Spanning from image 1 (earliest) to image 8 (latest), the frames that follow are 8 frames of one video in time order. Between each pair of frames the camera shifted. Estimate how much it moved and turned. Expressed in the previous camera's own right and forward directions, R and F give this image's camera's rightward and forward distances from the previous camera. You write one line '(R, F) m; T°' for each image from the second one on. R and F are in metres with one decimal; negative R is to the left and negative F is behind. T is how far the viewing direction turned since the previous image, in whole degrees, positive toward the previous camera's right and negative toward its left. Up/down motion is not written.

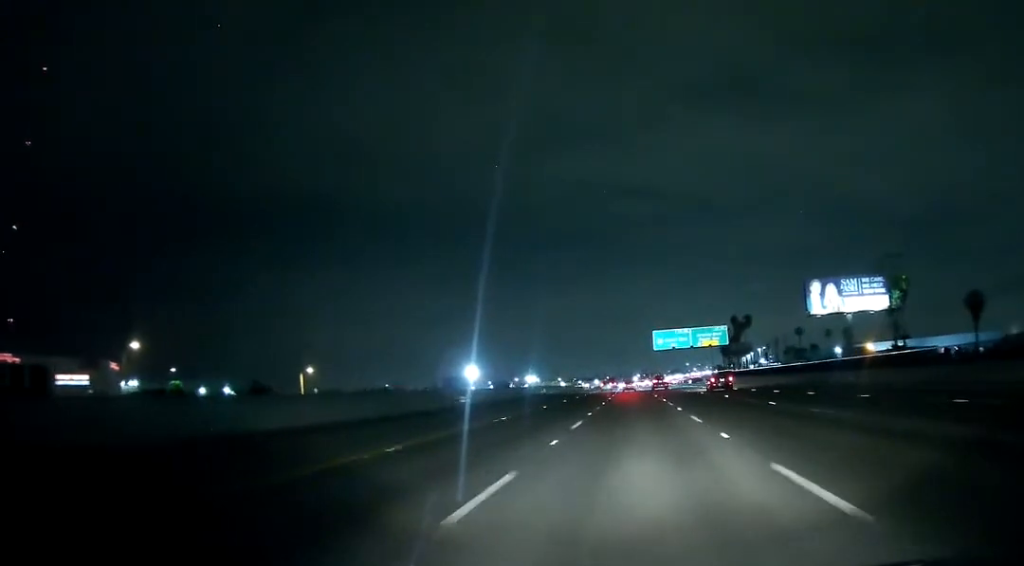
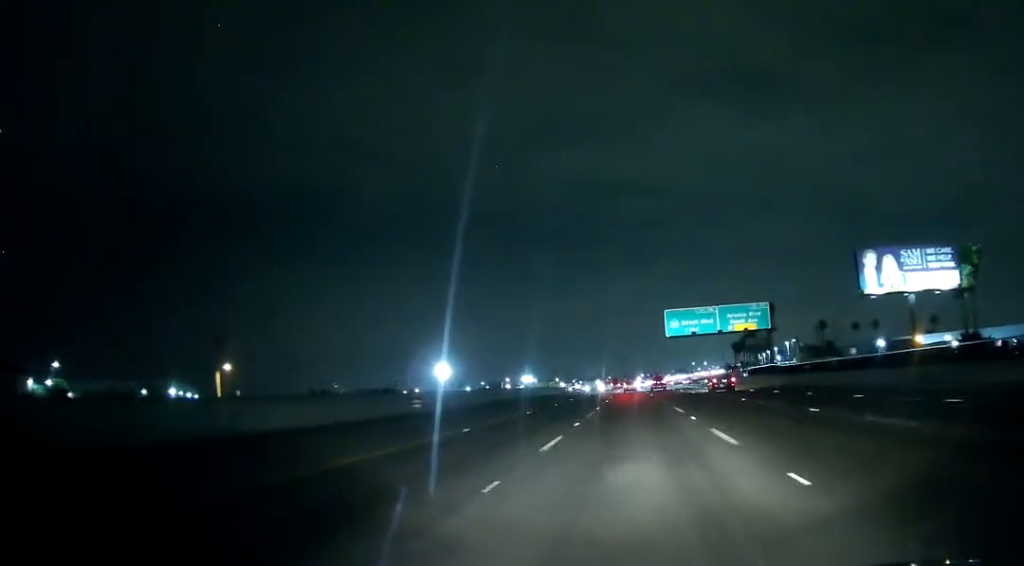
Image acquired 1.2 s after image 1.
(0.0, +36.6) m; 0°
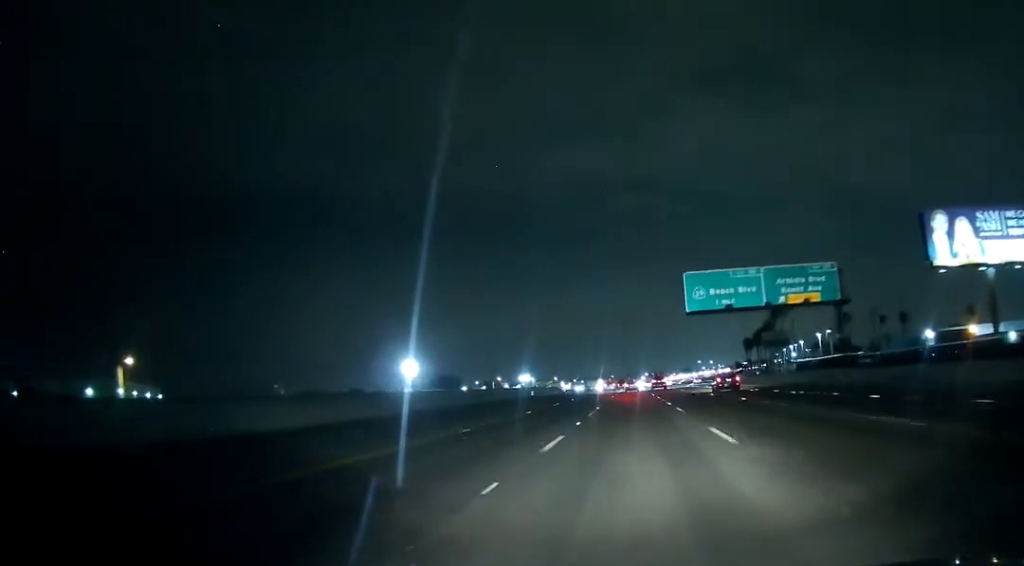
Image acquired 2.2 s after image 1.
(0.0, +29.7) m; -1°
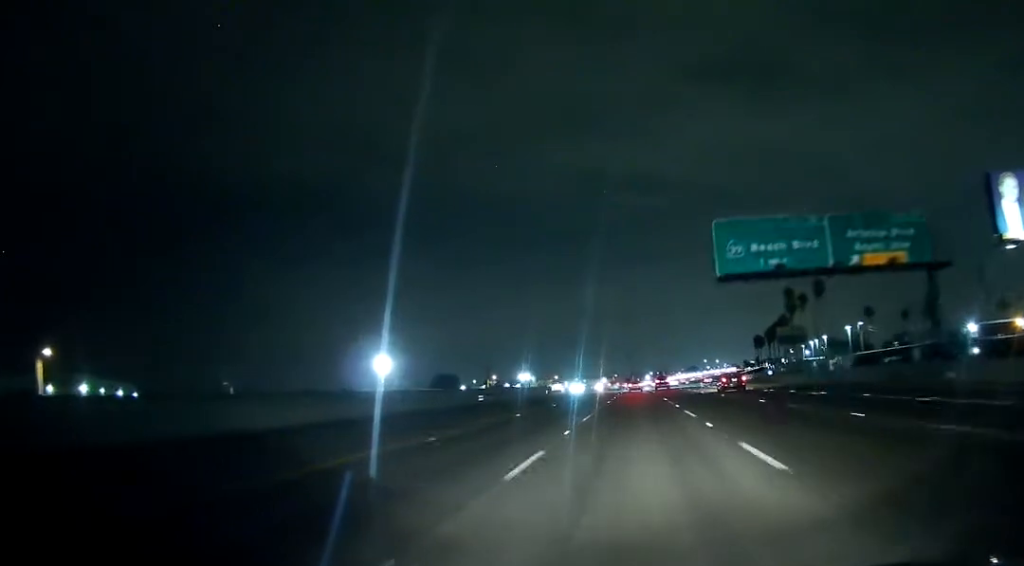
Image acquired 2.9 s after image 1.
(-0.3, +19.8) m; 0°
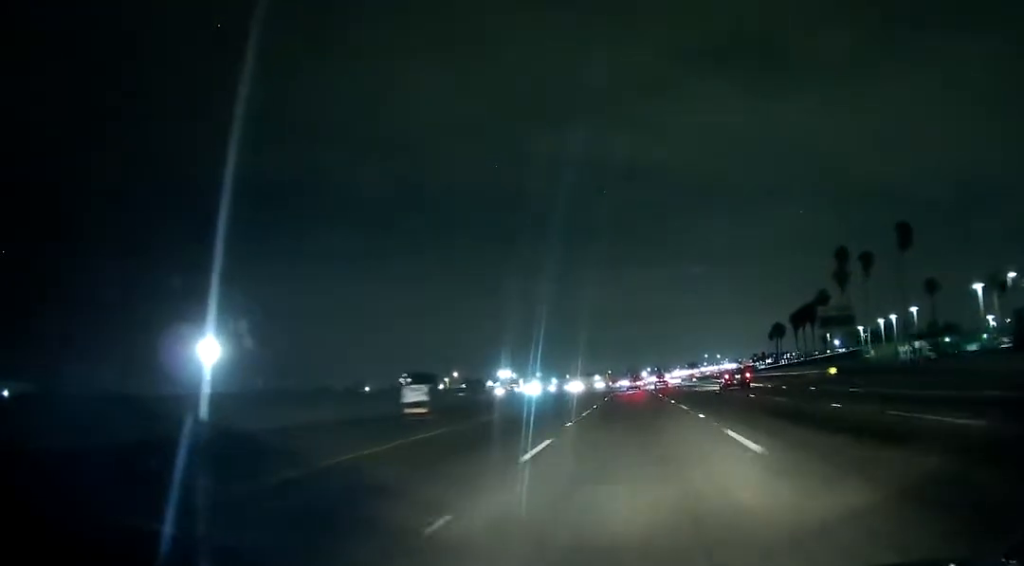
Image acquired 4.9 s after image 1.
(0.0, +57.8) m; 0°
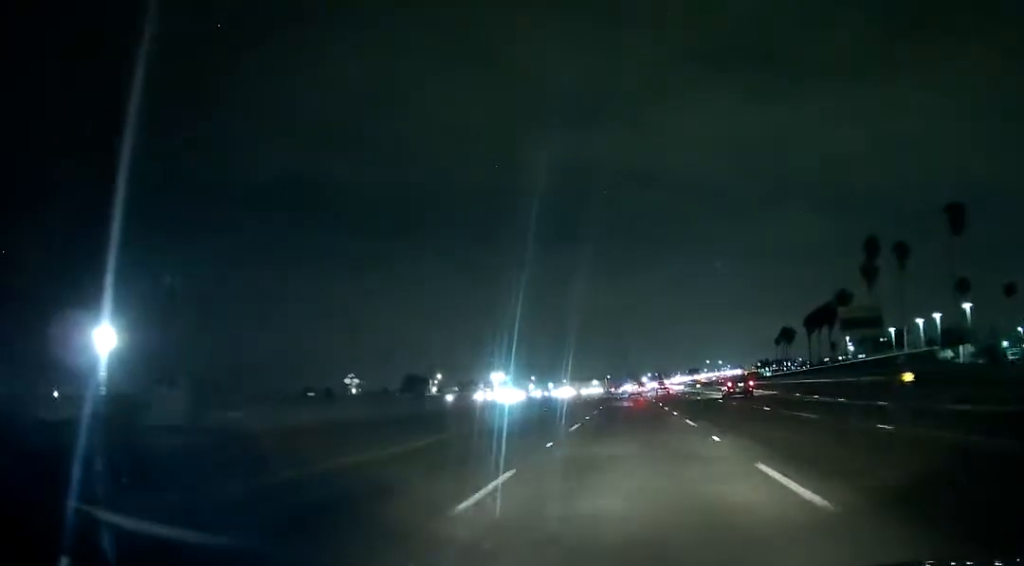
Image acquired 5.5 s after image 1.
(-0.1, +18.6) m; 0°
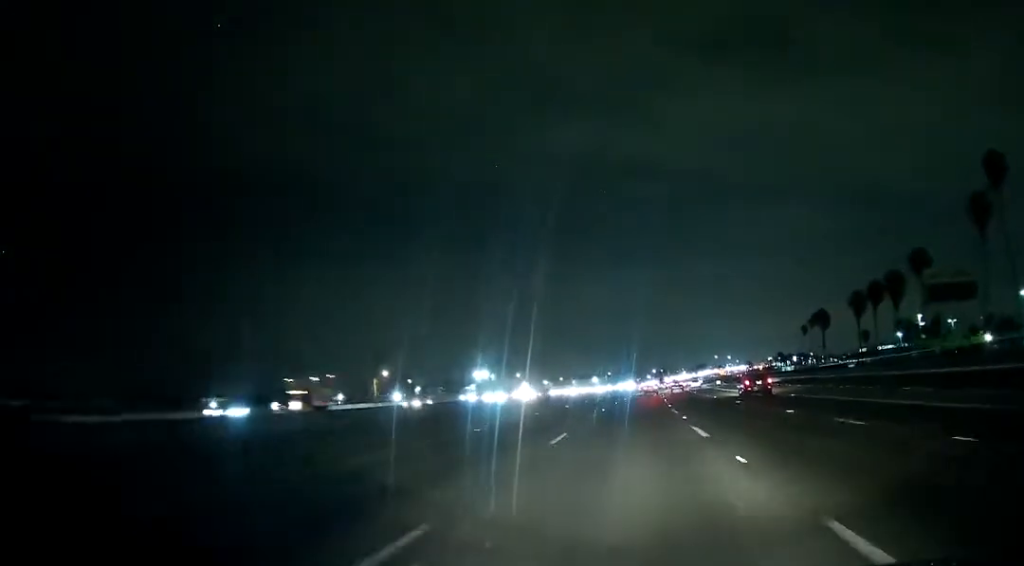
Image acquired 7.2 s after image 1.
(0.0, +49.6) m; +1°
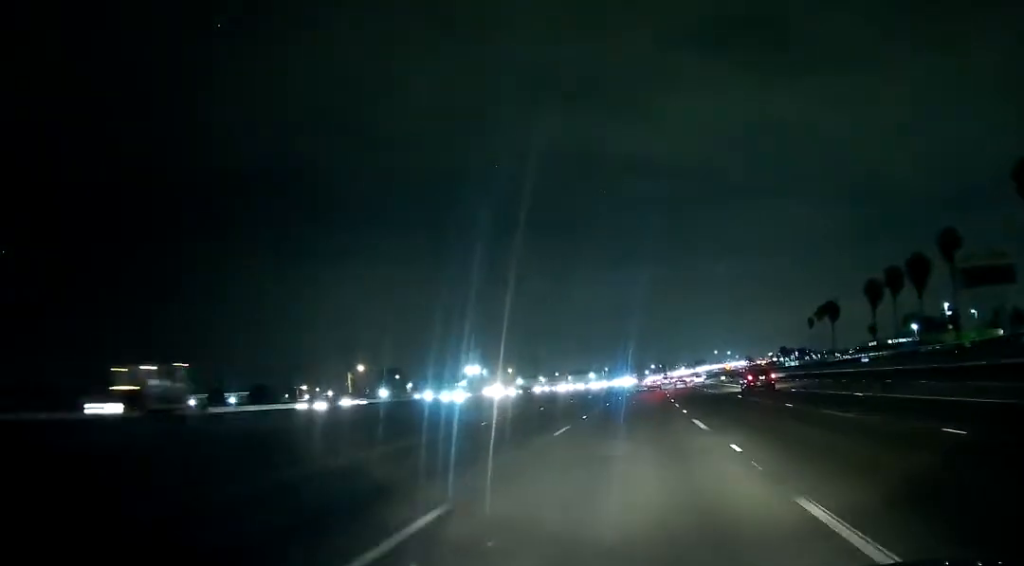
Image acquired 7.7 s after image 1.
(+0.1, +13.5) m; 0°
